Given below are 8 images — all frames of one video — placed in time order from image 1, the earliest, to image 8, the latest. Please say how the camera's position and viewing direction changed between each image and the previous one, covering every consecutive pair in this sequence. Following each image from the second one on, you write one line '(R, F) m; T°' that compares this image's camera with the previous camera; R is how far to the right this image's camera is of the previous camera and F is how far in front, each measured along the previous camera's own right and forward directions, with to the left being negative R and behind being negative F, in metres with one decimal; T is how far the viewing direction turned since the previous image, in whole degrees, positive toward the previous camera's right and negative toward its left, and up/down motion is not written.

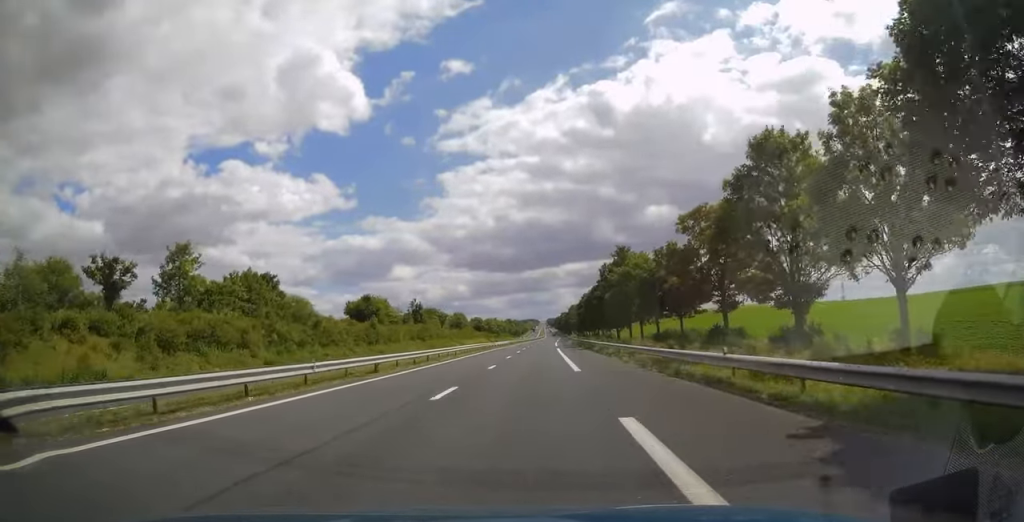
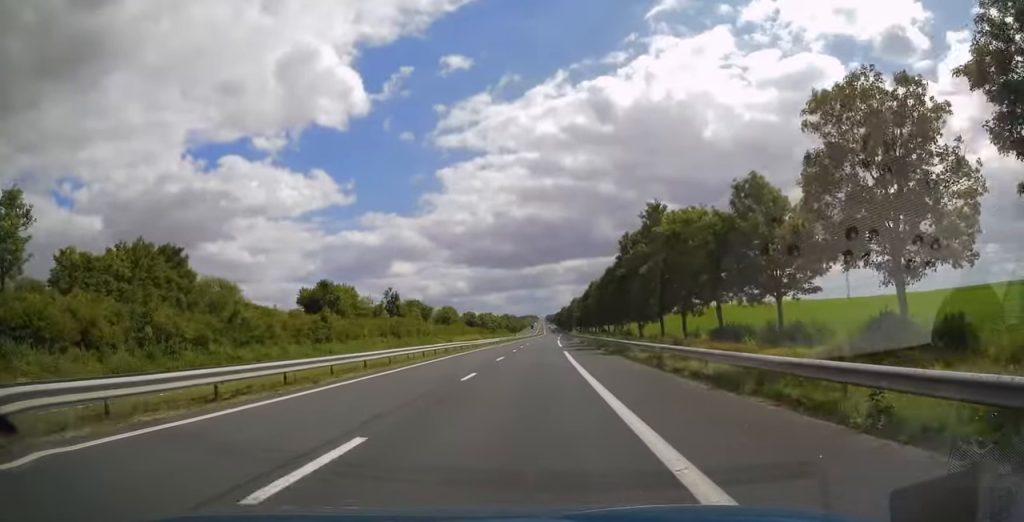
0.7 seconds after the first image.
(-0.1, +21.9) m; 0°
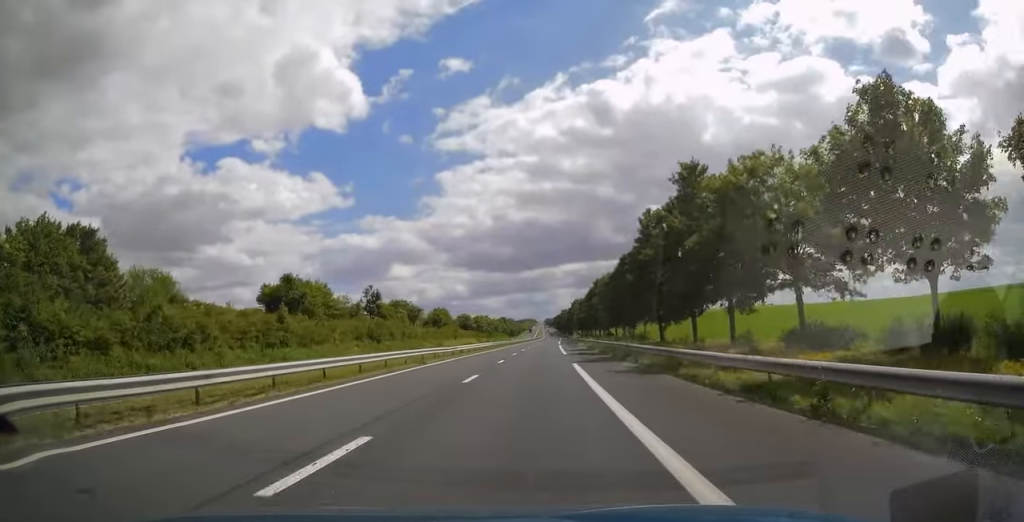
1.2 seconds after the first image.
(0.0, +13.0) m; 0°
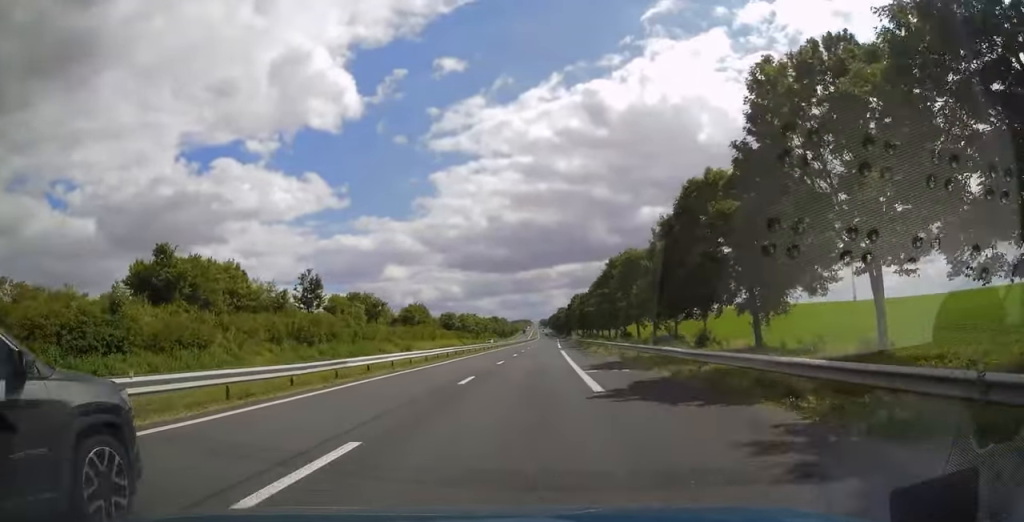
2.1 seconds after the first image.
(+0.1, +27.1) m; 0°
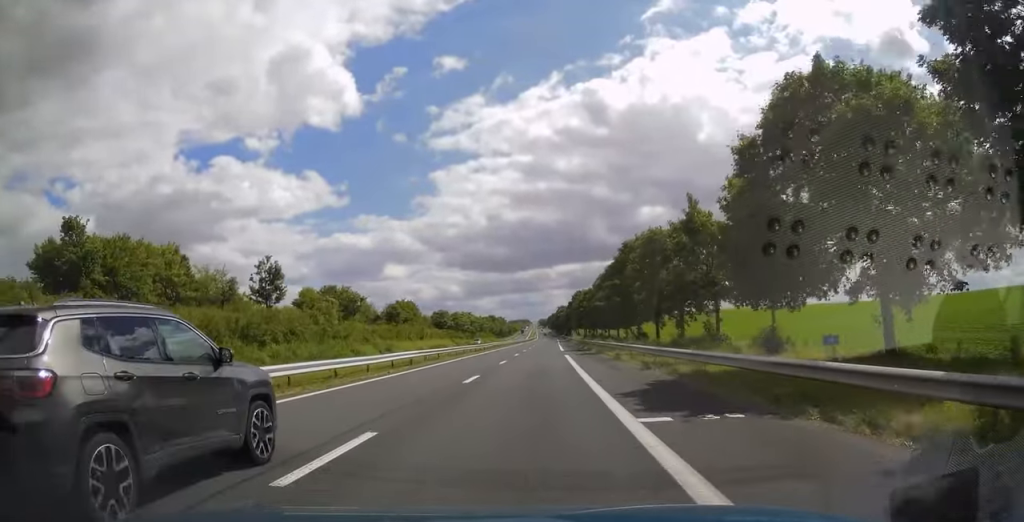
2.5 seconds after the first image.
(0.0, +12.7) m; 0°
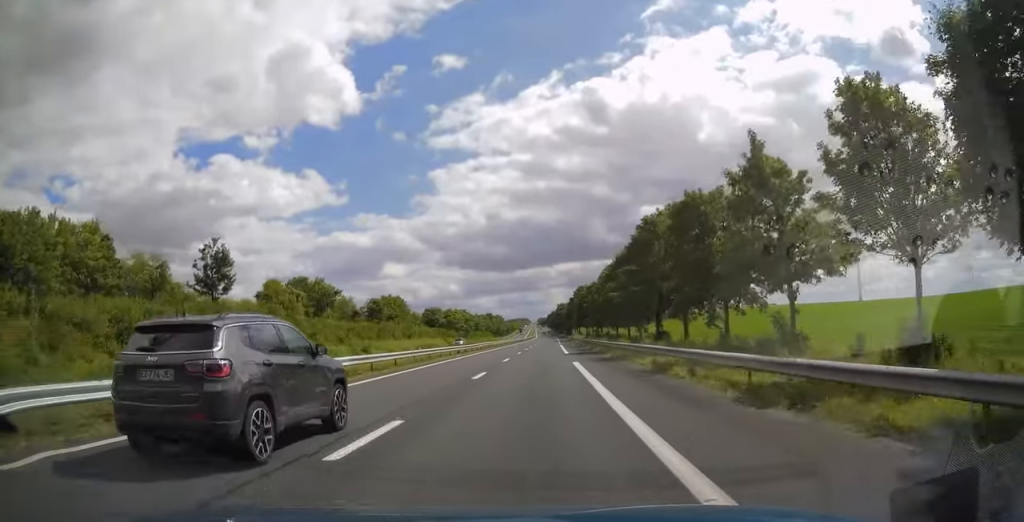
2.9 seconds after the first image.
(0.0, +12.3) m; 0°
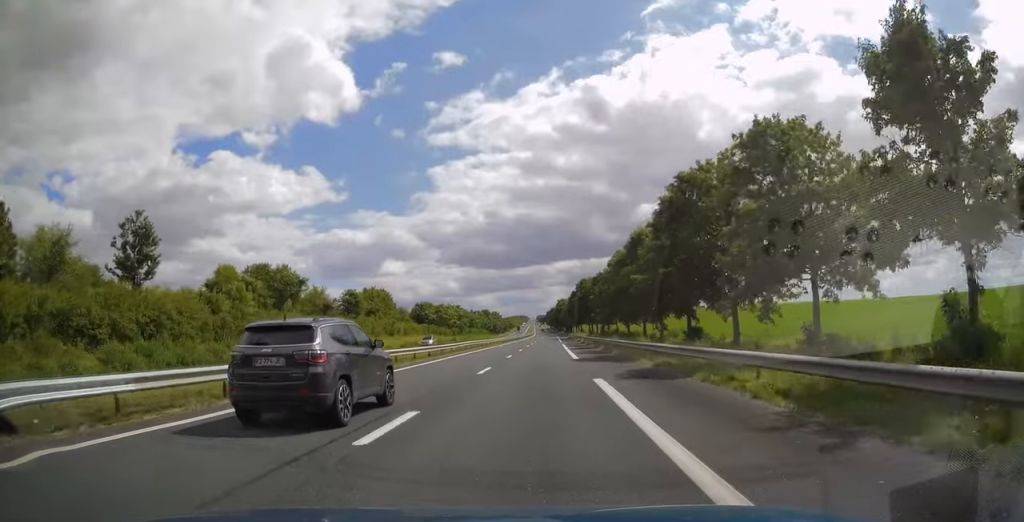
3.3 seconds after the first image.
(0.0, +12.8) m; 0°
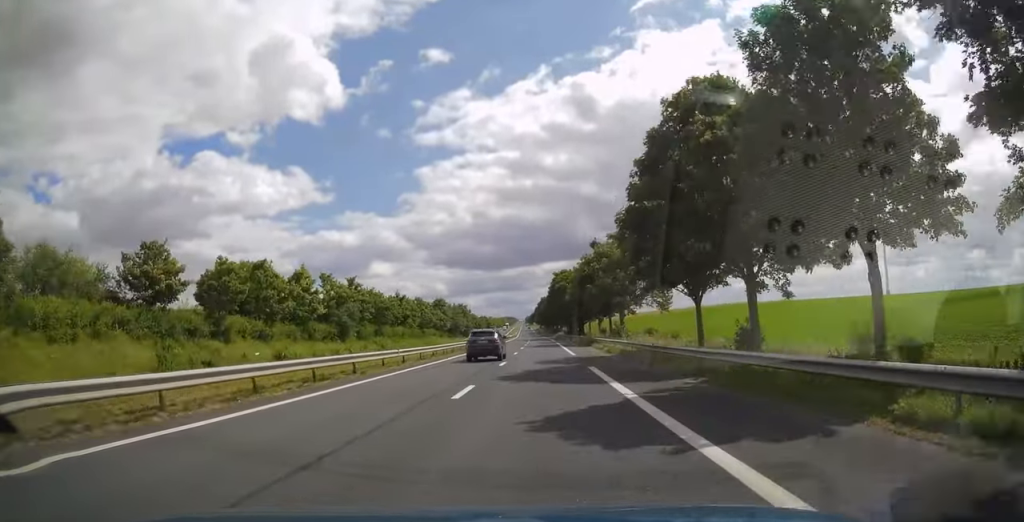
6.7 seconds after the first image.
(+0.8, +100.8) m; +1°
